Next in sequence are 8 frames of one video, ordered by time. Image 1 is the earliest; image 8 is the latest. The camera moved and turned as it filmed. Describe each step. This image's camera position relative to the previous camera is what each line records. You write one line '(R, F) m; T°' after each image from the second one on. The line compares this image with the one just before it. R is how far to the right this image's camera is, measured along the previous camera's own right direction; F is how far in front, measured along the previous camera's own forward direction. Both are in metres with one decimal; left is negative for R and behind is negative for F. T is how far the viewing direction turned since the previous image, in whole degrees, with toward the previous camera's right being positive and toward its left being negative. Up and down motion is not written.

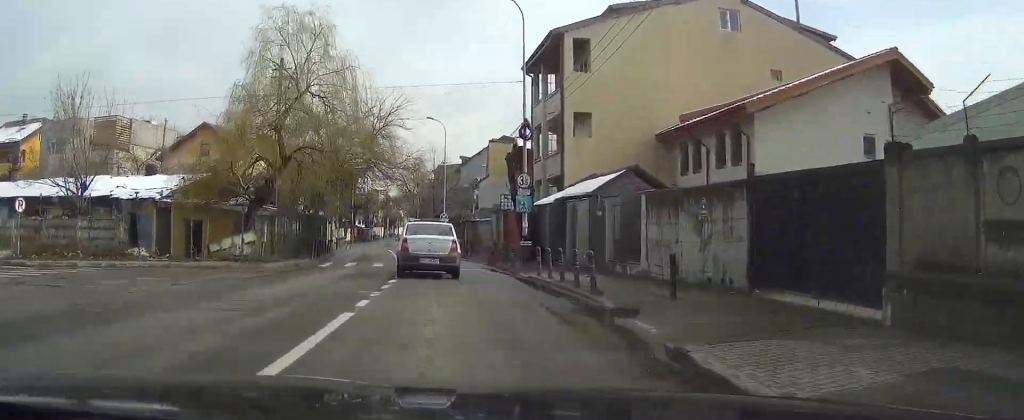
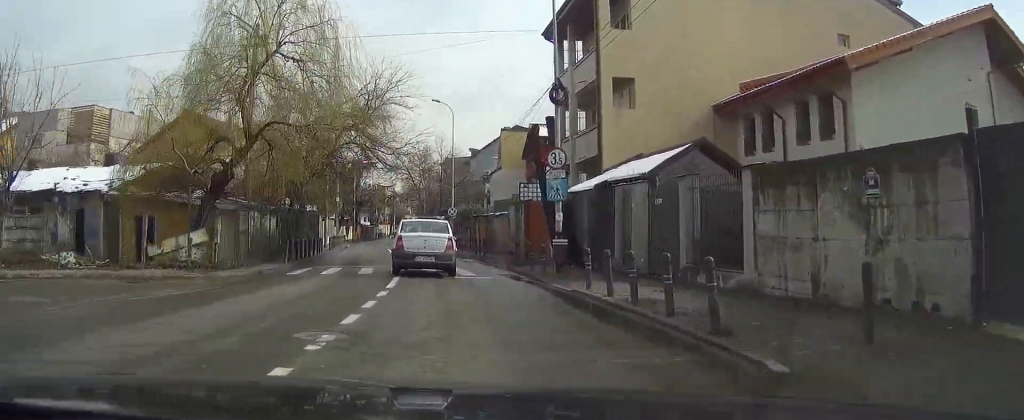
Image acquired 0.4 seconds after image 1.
(-0.1, +6.4) m; -1°
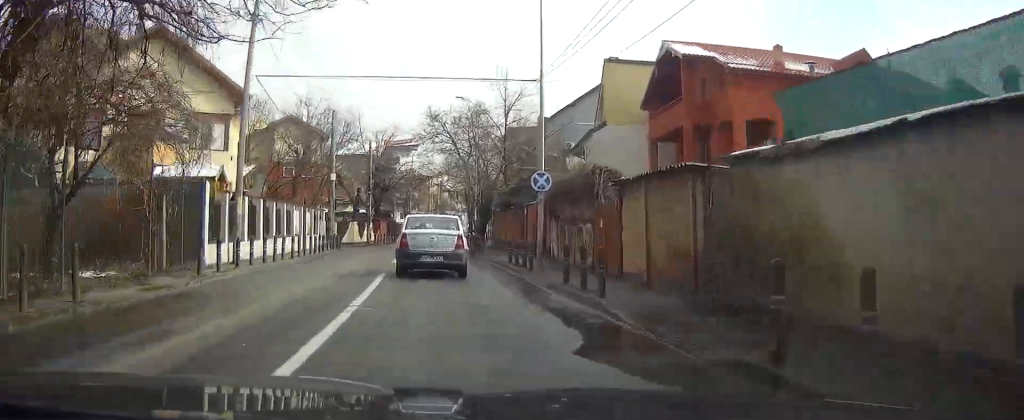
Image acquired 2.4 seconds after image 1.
(-1.0, +29.0) m; -4°
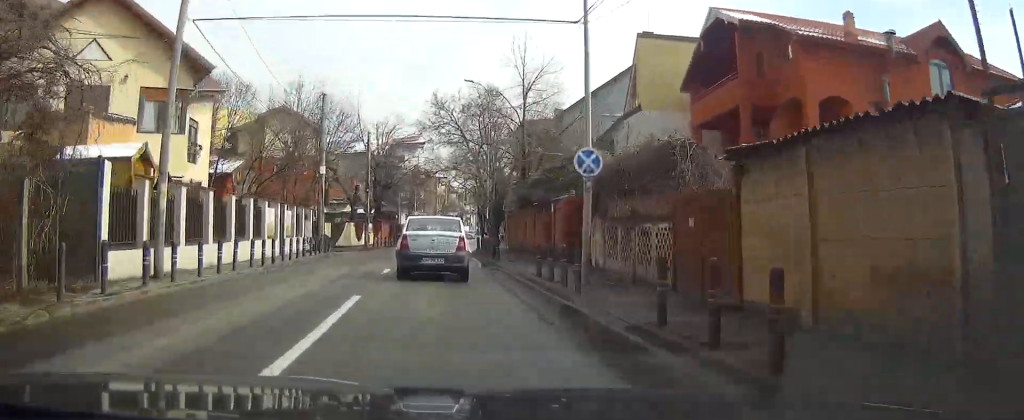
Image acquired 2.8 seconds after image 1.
(0.0, +6.3) m; -1°
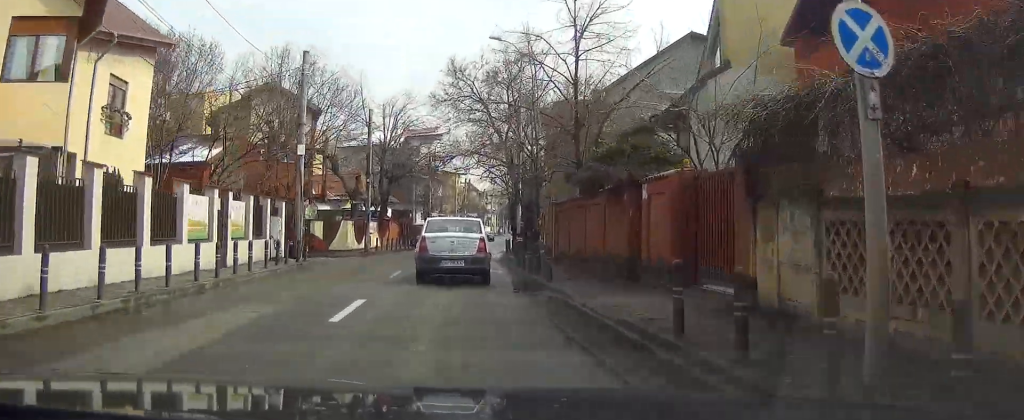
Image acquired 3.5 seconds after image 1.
(-0.1, +9.9) m; -1°
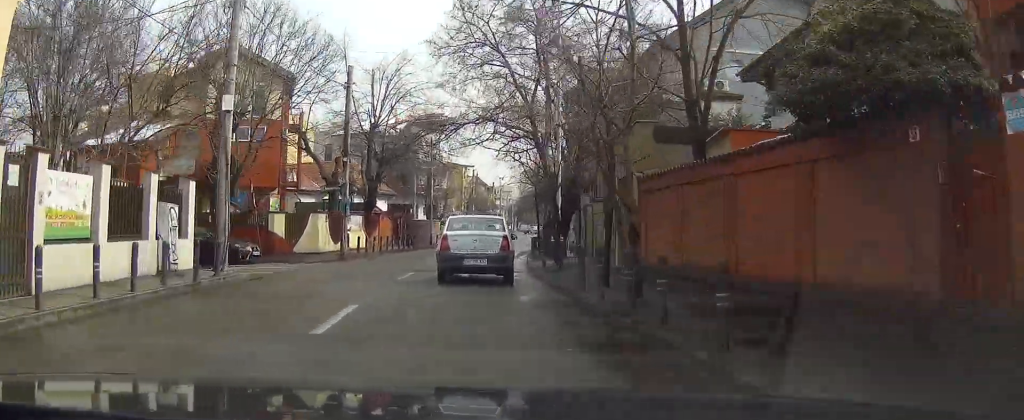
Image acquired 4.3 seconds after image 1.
(-0.2, +10.7) m; -1°
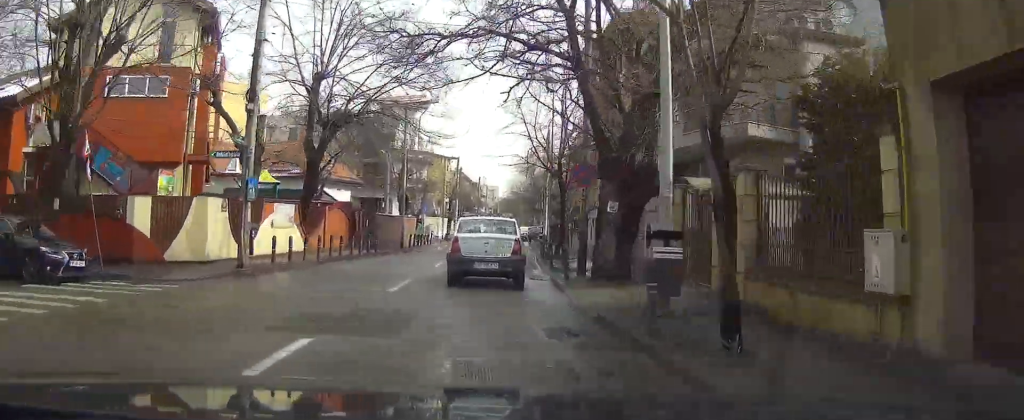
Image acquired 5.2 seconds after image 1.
(-0.1, +12.7) m; +1°
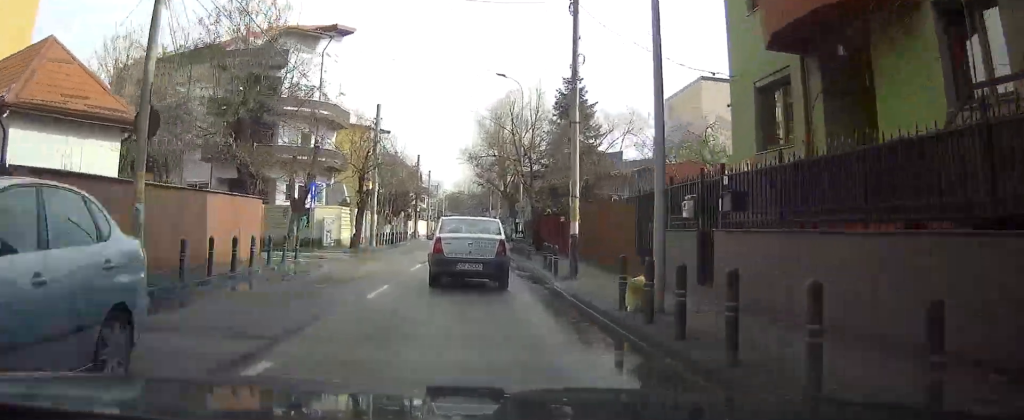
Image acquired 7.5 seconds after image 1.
(+1.3, +29.4) m; +4°
